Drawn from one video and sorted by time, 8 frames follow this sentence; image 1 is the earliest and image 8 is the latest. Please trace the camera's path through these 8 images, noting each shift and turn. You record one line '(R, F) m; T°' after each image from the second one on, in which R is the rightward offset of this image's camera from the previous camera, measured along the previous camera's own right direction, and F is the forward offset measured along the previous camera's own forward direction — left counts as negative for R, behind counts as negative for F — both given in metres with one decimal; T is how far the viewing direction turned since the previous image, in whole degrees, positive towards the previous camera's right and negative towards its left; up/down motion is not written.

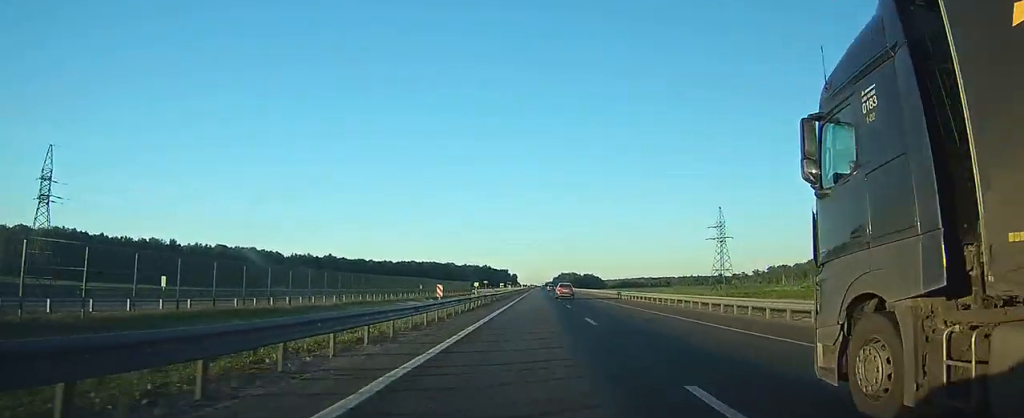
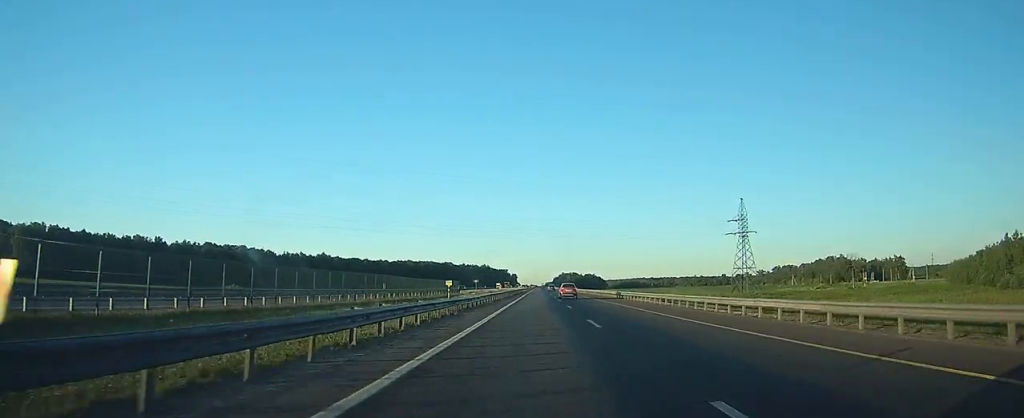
(-0.1, +17.3) m; 0°
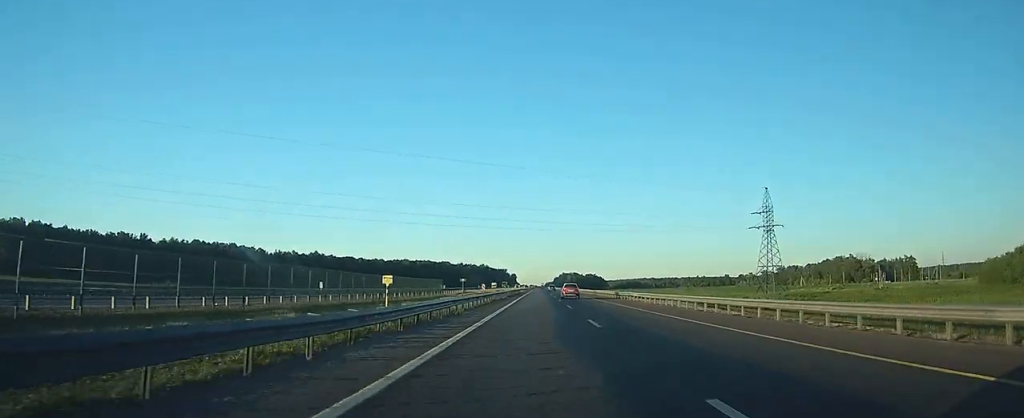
(0.0, +16.1) m; 0°
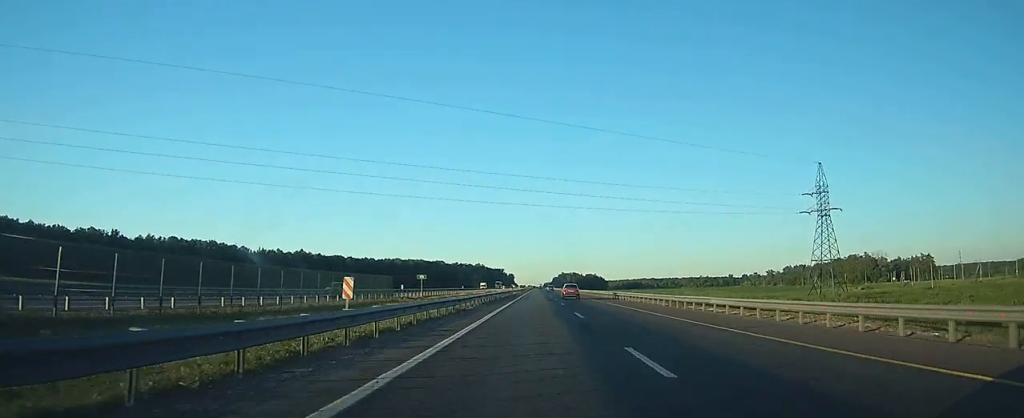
(+0.1, +26.4) m; 0°
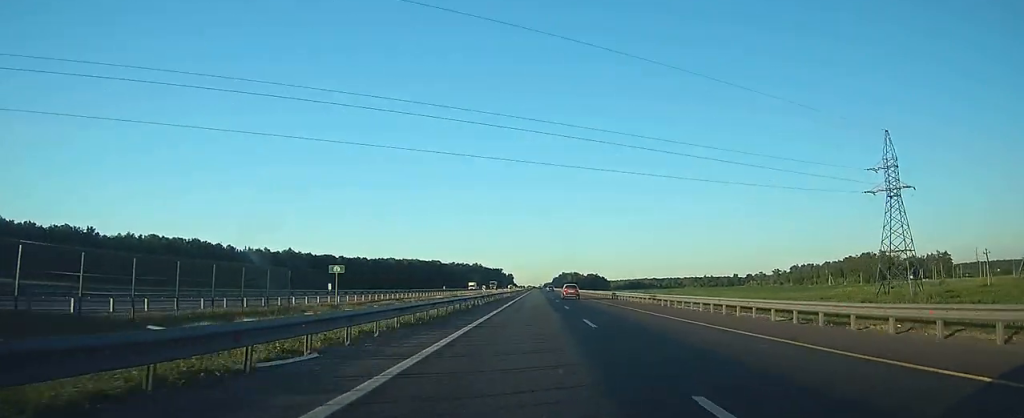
(0.0, +21.8) m; 0°
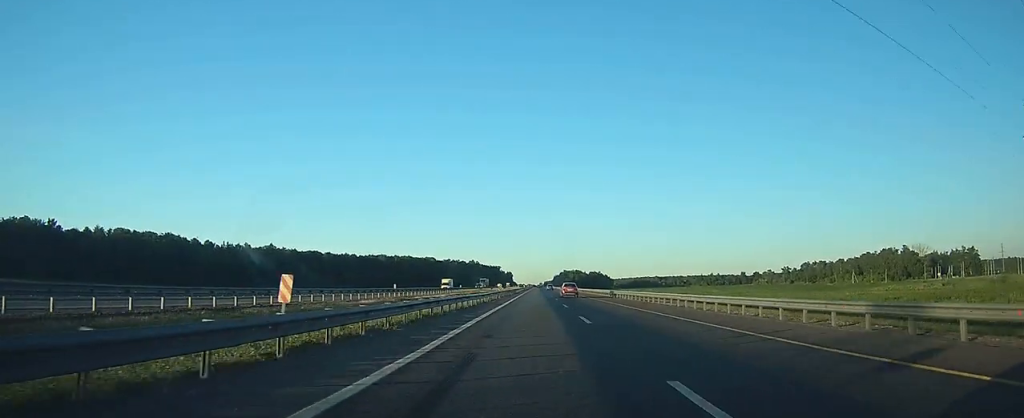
(-0.1, +30.9) m; 0°
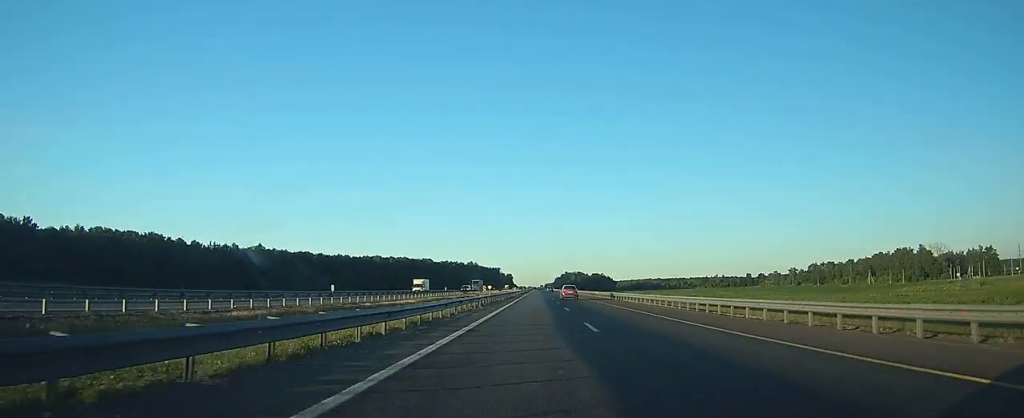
(0.0, +18.3) m; 0°
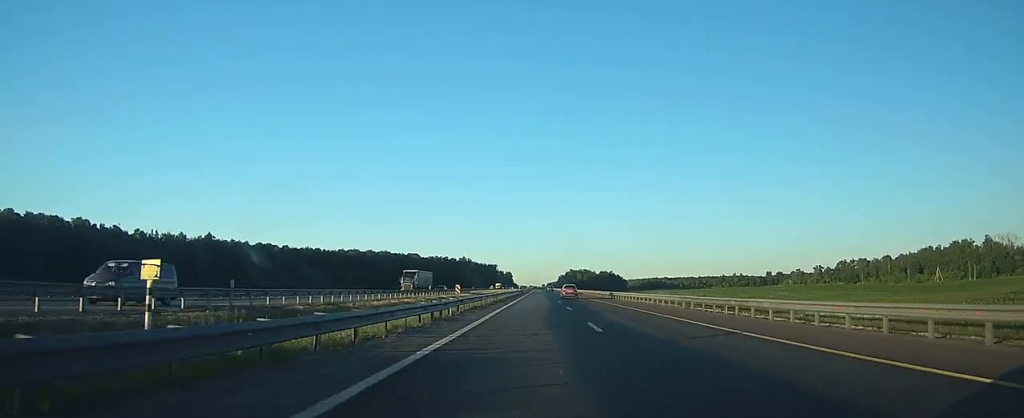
(-0.3, +64.1) m; 0°
